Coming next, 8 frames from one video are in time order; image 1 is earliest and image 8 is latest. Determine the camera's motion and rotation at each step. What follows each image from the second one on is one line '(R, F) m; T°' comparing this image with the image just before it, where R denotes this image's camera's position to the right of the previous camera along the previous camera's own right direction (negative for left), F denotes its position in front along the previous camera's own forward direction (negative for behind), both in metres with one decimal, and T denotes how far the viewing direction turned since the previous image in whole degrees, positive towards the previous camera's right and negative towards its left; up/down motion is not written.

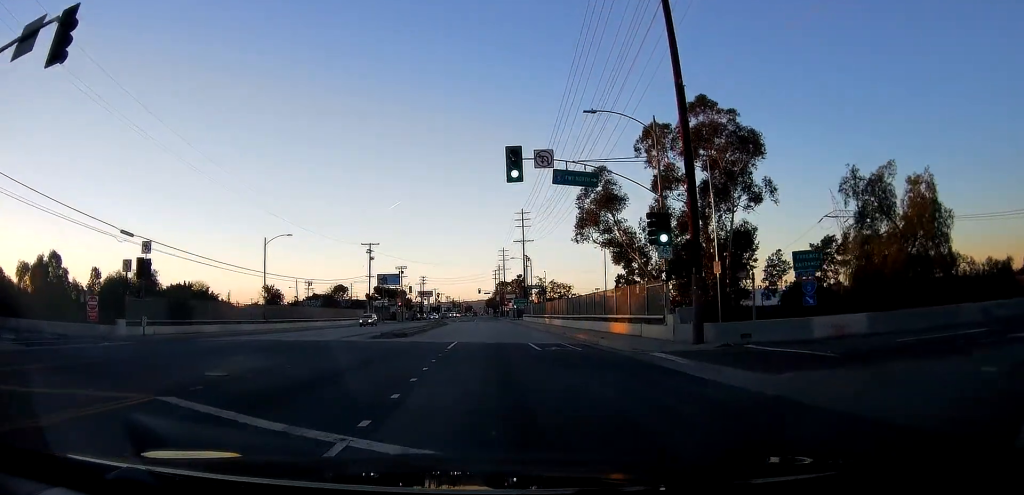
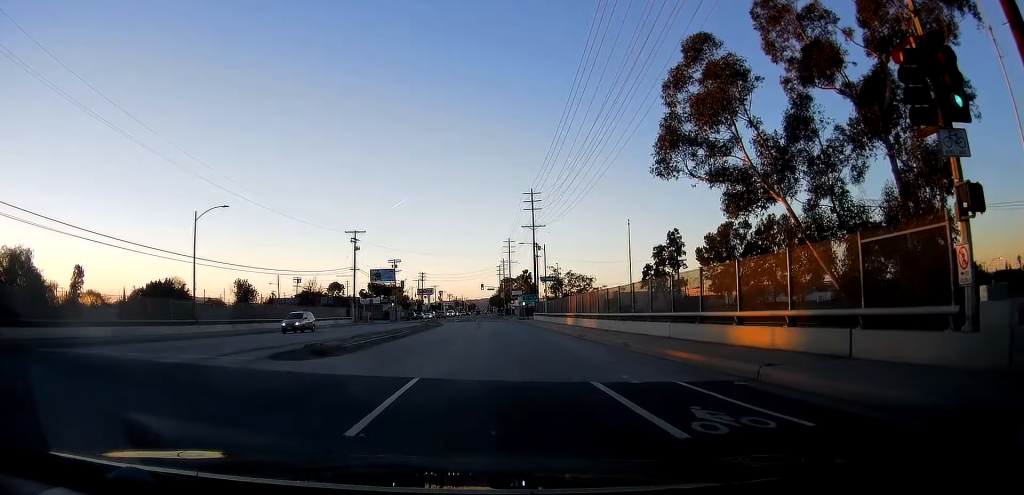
(0.0, +15.7) m; 0°
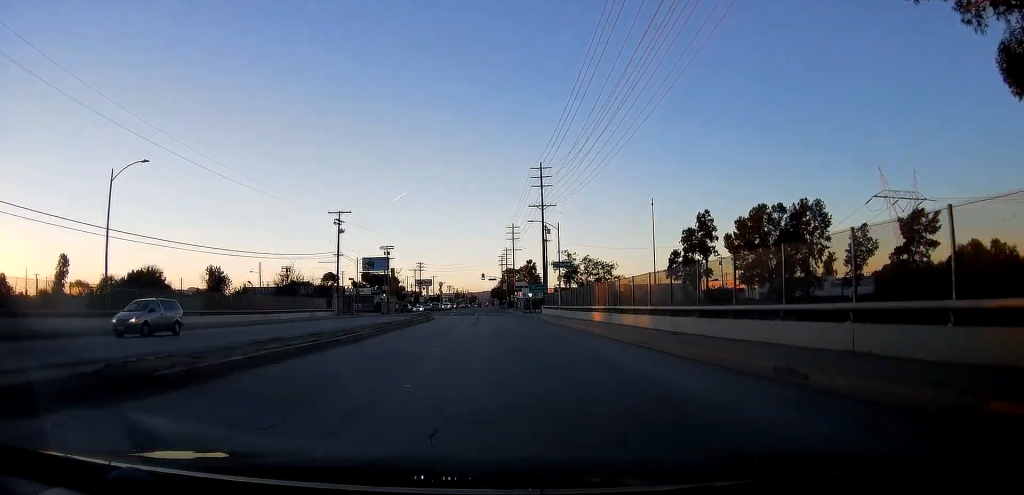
(0.0, +12.0) m; 0°
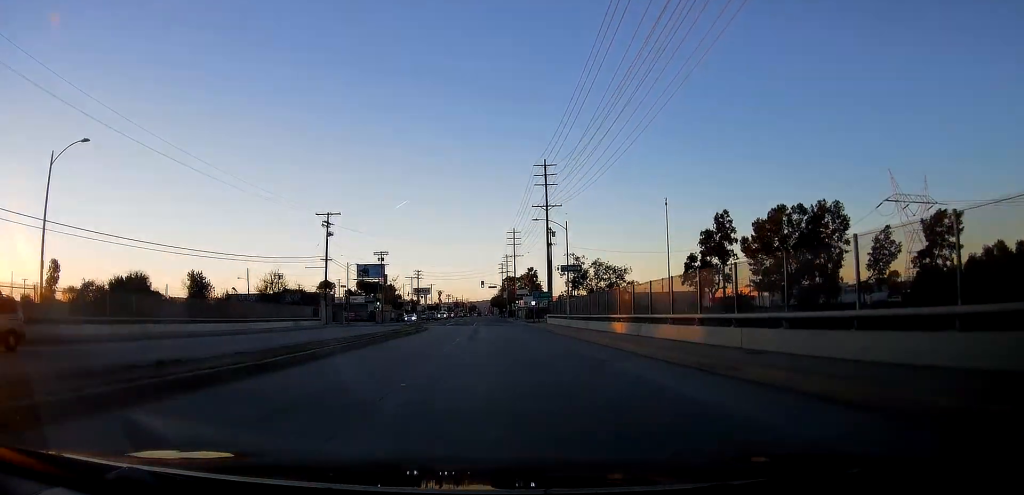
(0.0, +6.3) m; +1°
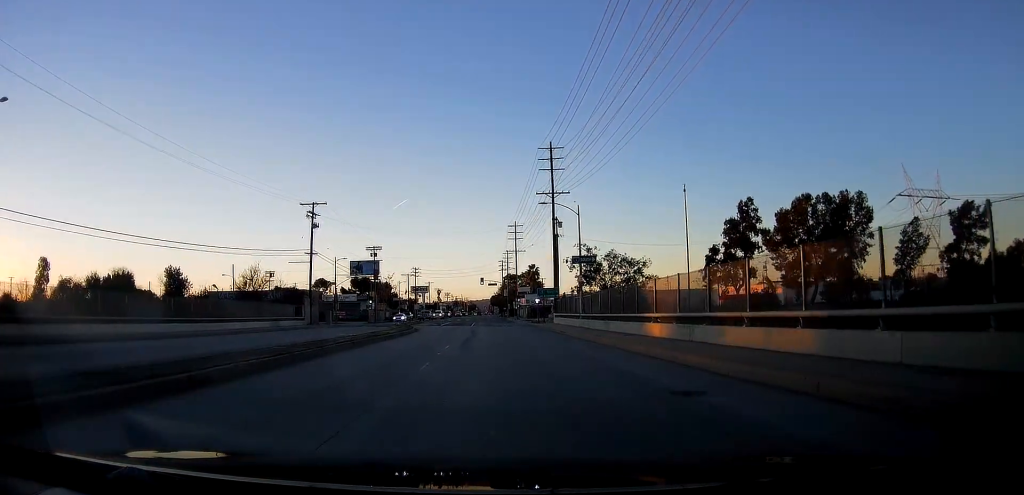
(-0.2, +7.0) m; +2°
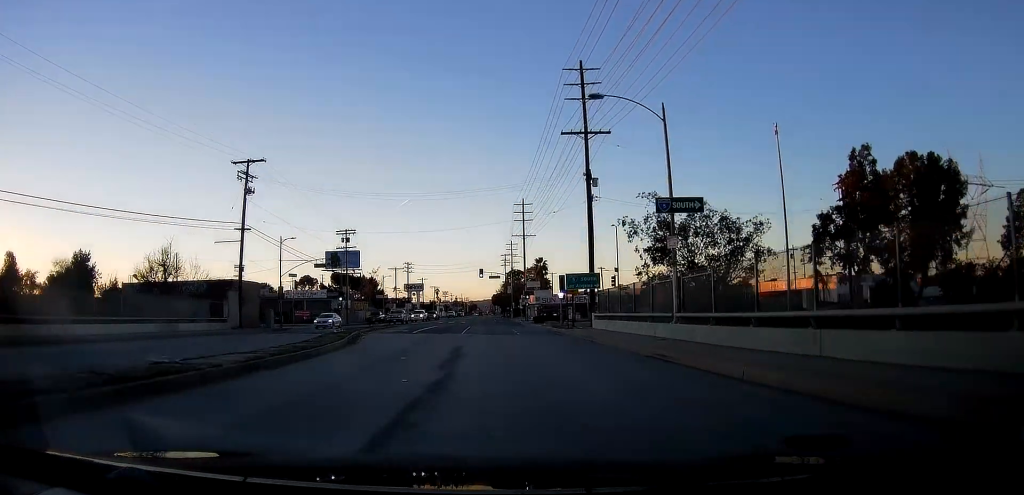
(+0.3, +21.9) m; -2°
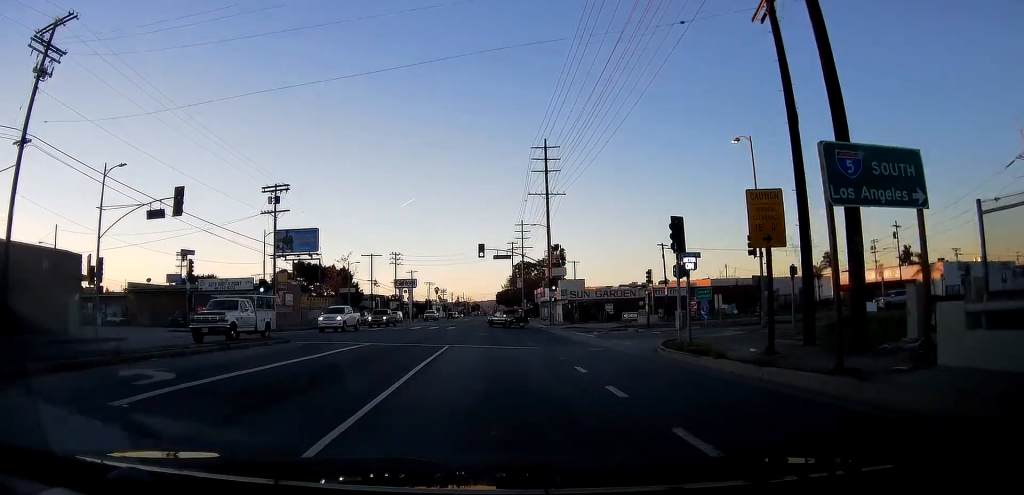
(+0.5, +30.5) m; +2°
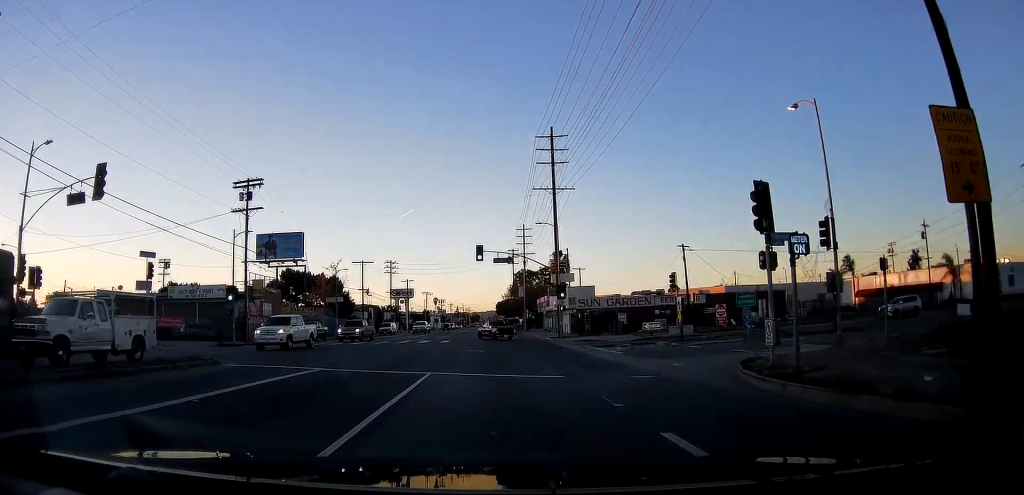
(-0.1, +6.8) m; -1°
